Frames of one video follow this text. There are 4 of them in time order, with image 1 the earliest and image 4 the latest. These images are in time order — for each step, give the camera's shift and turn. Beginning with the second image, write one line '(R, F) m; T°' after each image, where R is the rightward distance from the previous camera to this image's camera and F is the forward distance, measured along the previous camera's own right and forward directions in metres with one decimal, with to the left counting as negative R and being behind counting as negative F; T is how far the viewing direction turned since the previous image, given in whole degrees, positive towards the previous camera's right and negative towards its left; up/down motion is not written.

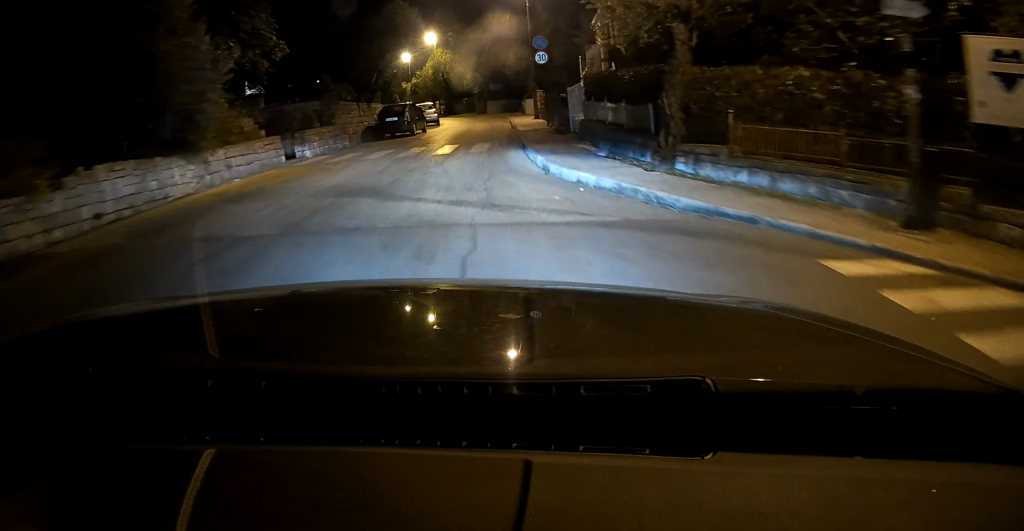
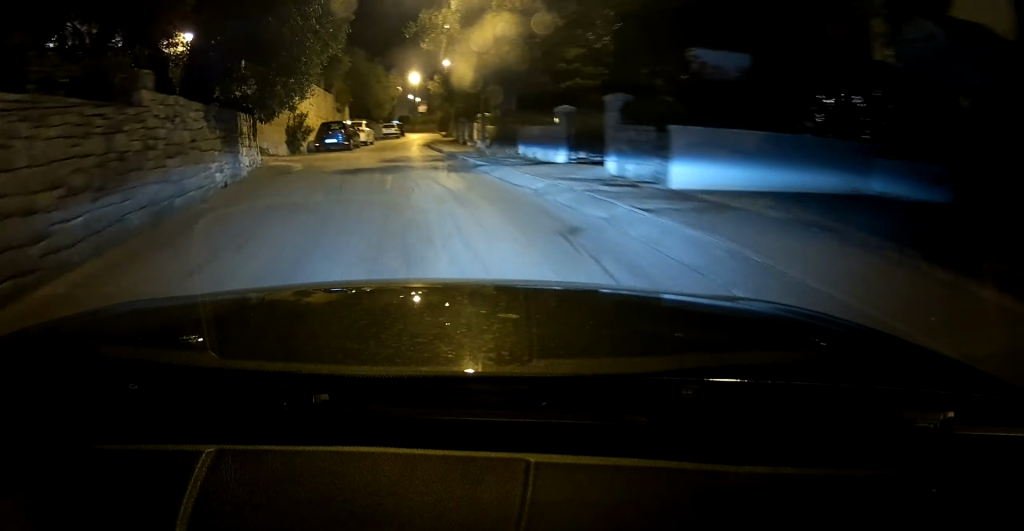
(-2.0, +48.1) m; -10°
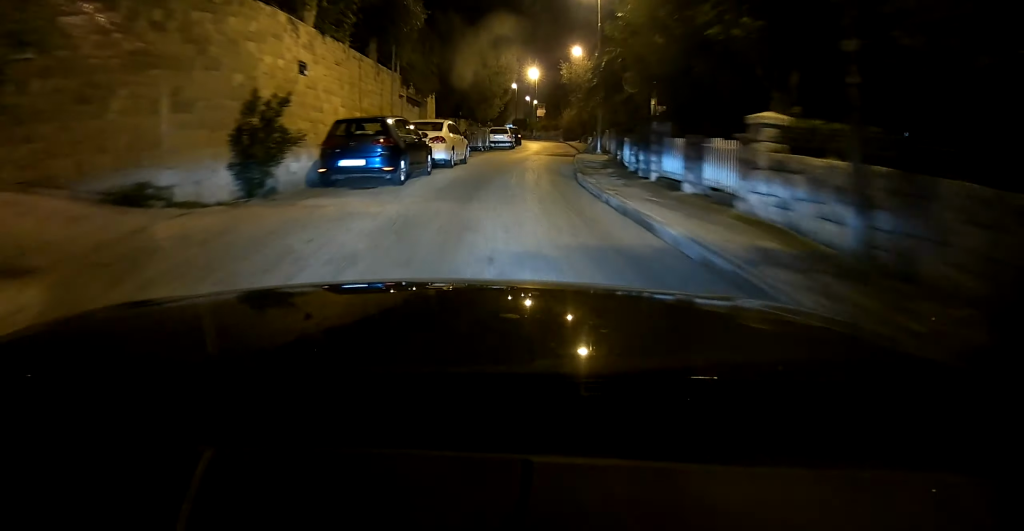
(-1.7, +18.7) m; -2°
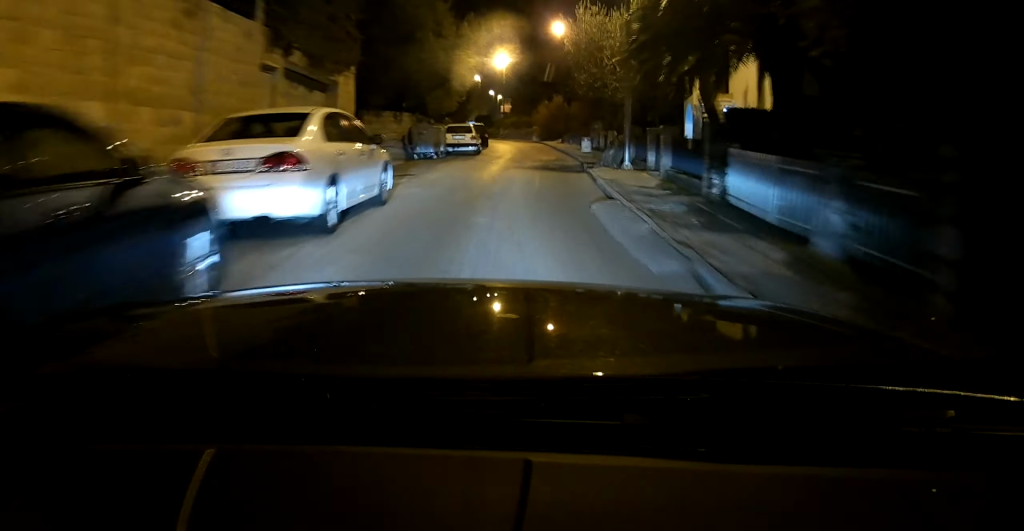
(+0.2, +12.4) m; 0°
